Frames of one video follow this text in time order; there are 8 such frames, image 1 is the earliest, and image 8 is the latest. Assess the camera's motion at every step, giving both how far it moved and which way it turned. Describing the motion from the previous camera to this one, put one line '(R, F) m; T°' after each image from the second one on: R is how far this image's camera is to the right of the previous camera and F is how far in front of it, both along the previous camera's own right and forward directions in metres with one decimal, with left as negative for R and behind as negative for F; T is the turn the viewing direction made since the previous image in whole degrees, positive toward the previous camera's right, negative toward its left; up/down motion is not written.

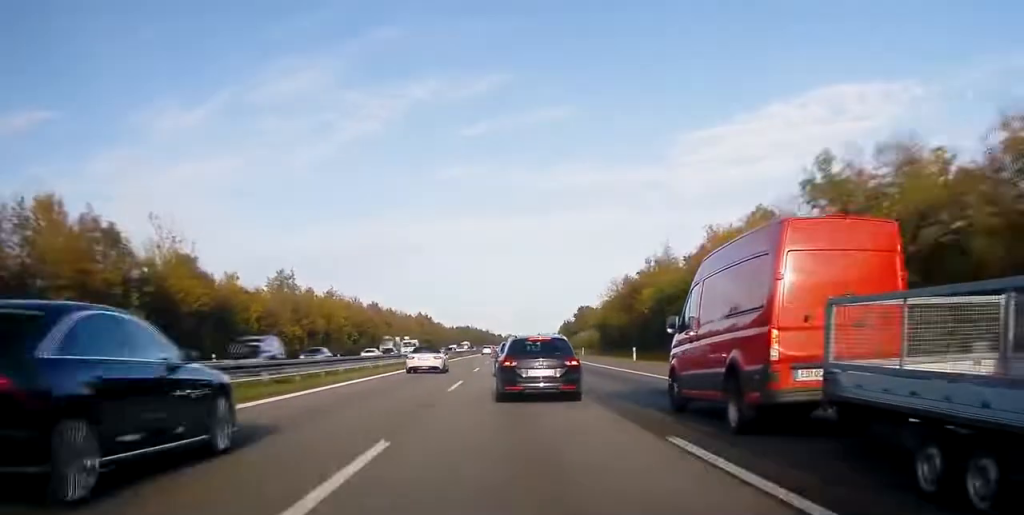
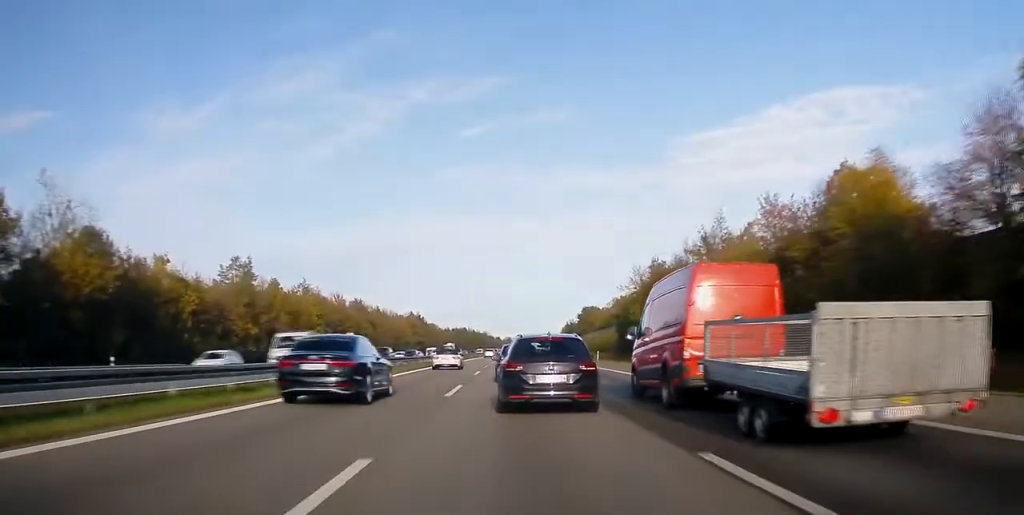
(+0.1, +20.3) m; +1°
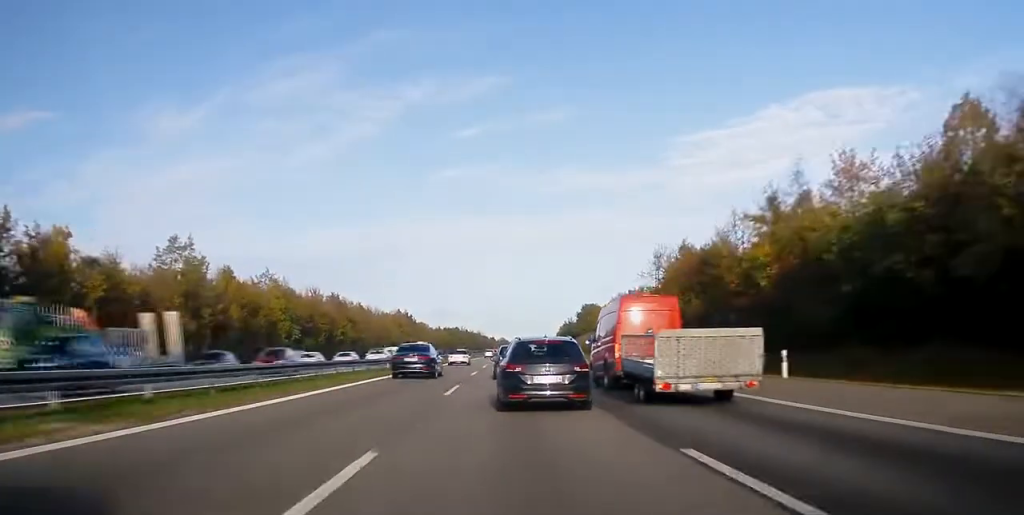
(+0.1, +20.9) m; +1°
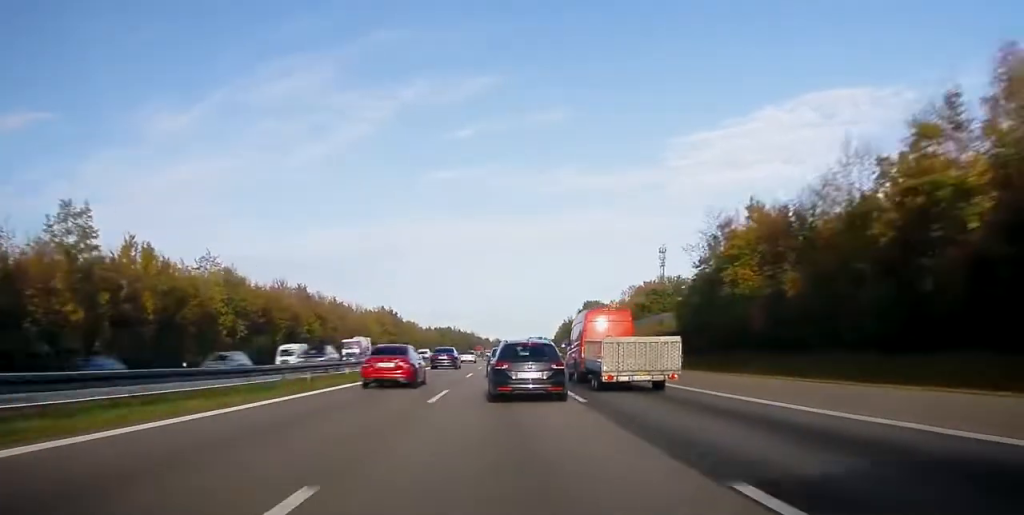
(+0.2, +23.2) m; 0°
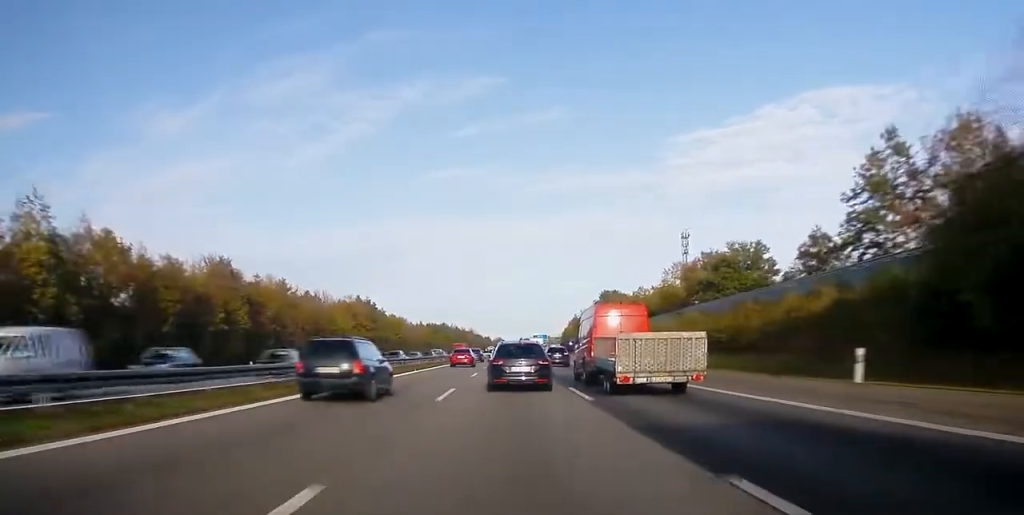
(+0.1, +38.1) m; +1°
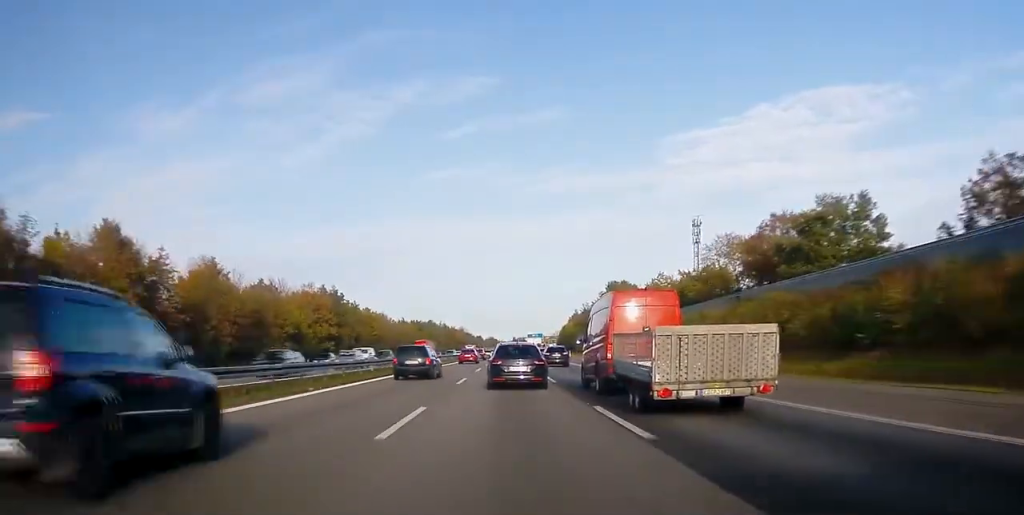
(+0.3, +26.0) m; 0°
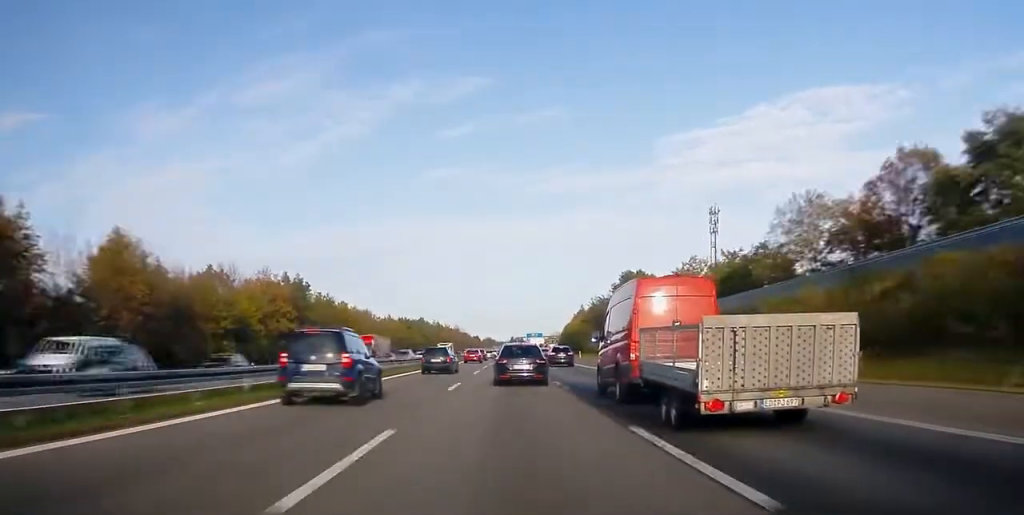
(-0.2, +22.8) m; 0°
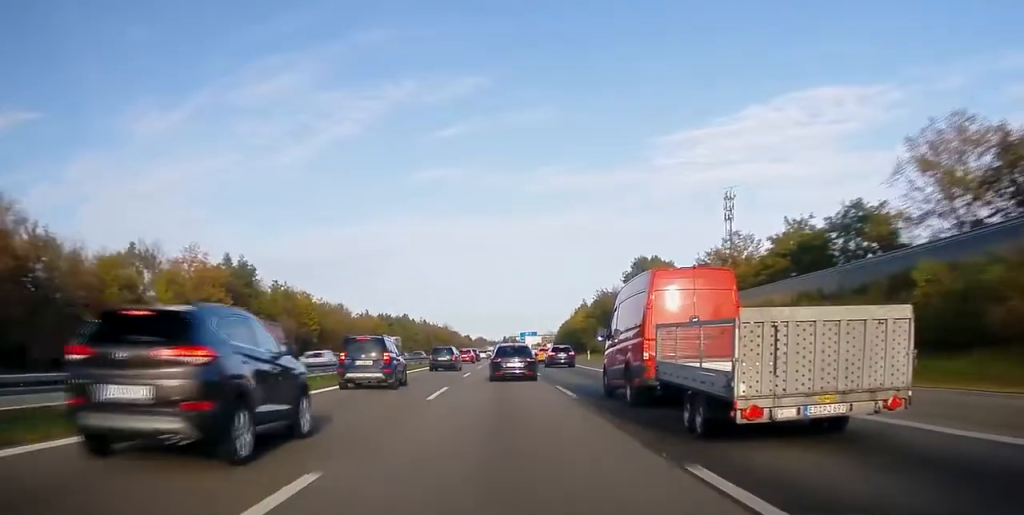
(+0.1, +21.4) m; 0°
